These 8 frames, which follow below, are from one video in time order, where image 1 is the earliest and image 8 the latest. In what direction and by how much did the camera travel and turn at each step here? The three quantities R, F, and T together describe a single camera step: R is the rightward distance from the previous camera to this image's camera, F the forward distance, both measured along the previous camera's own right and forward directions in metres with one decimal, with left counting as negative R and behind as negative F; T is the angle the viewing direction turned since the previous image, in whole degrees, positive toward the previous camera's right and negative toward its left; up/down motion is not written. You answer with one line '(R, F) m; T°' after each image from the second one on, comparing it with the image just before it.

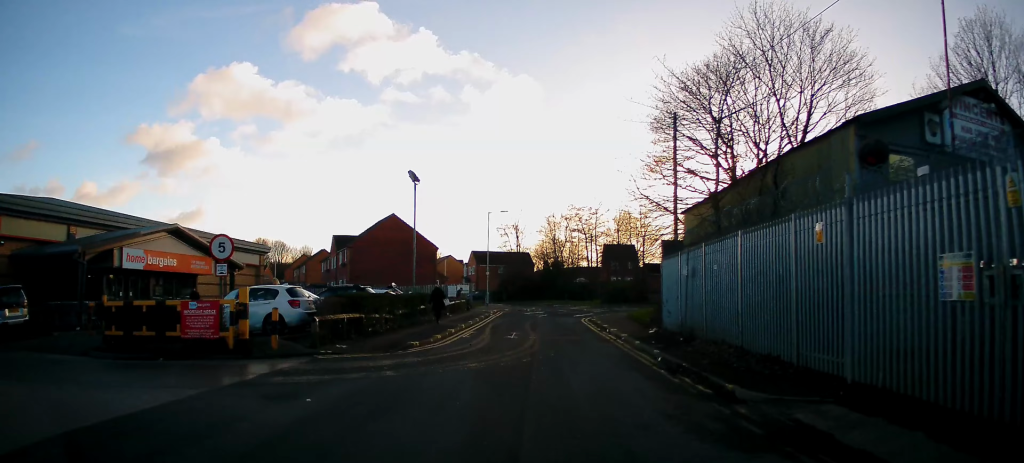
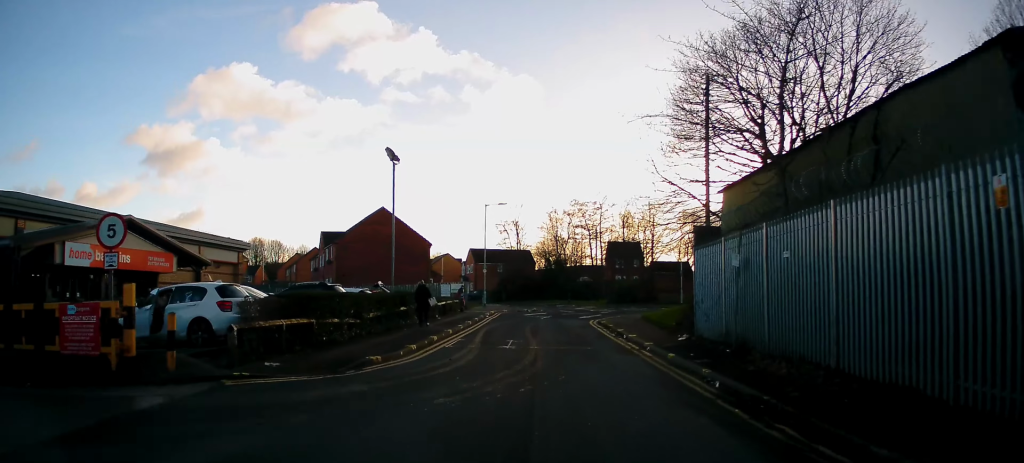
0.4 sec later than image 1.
(0.0, +4.1) m; 0°
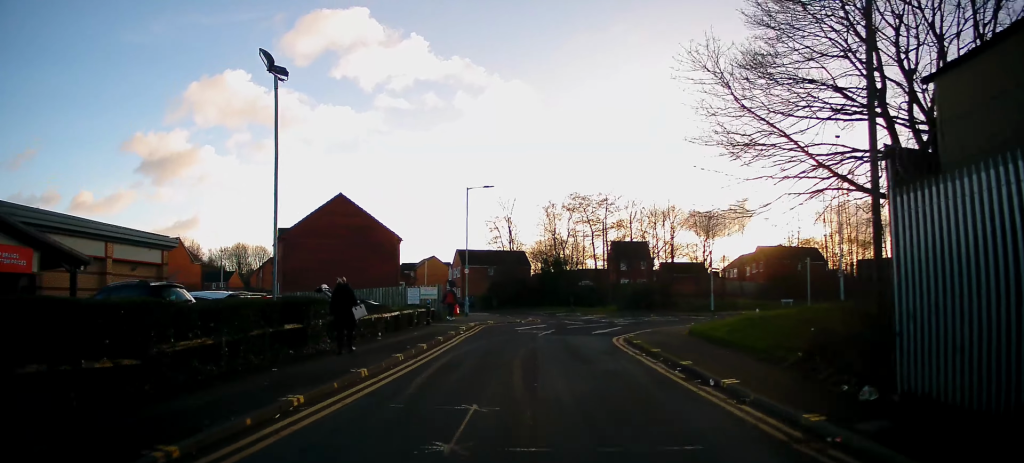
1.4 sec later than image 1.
(0.0, +9.9) m; 0°
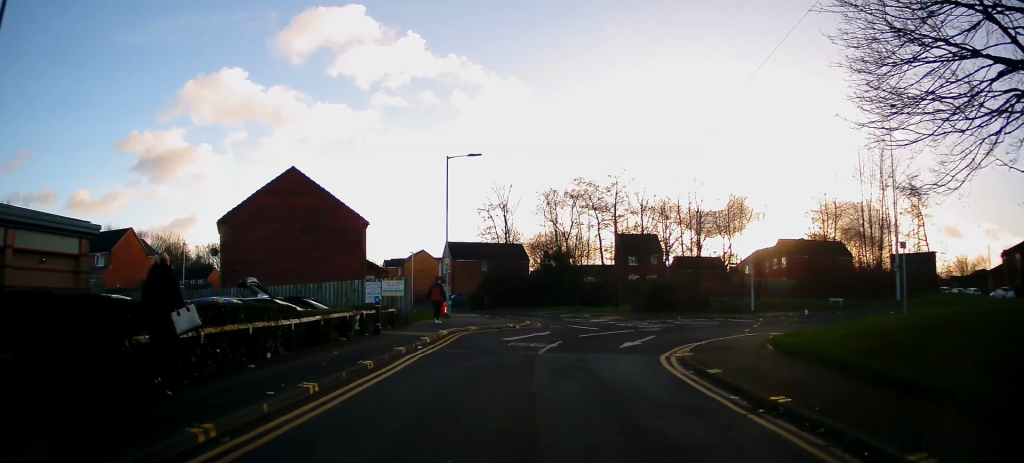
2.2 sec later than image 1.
(-0.1, +8.0) m; 0°
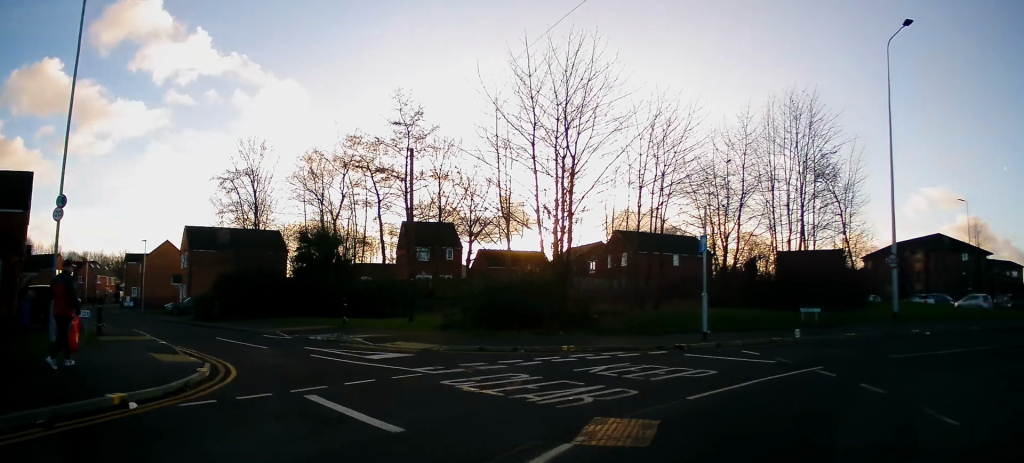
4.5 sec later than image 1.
(+1.3, +18.2) m; +19°
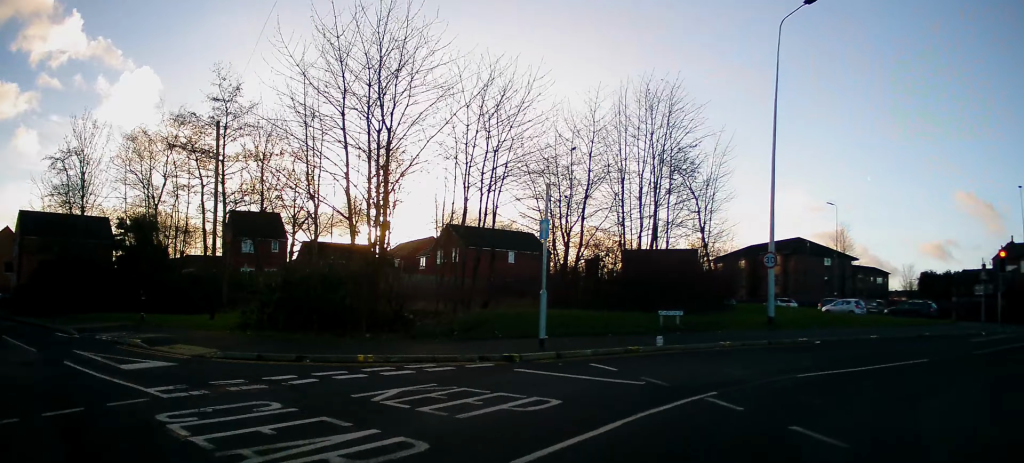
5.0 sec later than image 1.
(-0.3, +3.2) m; +12°
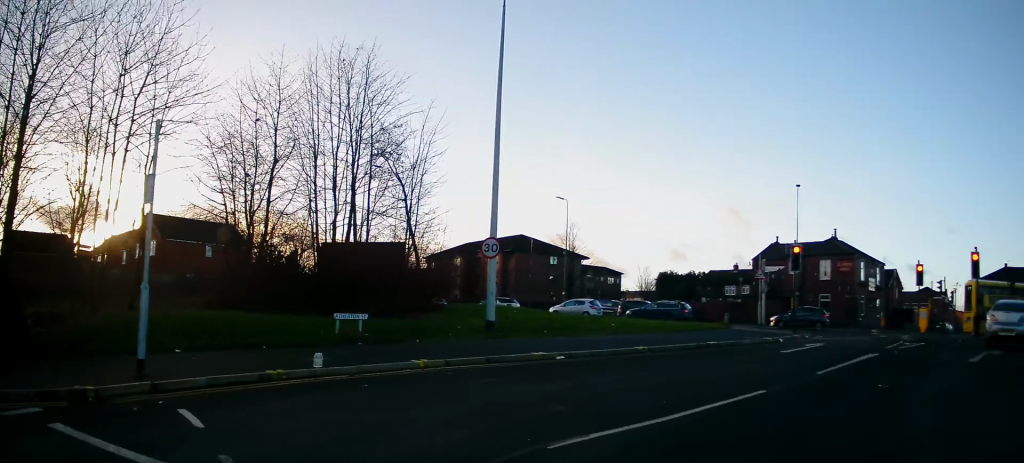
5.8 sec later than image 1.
(+1.6, +4.6) m; +31°
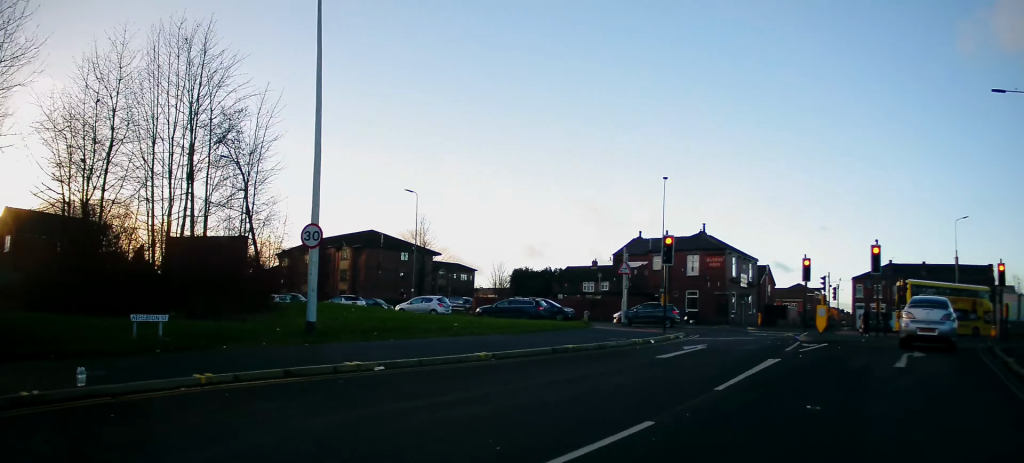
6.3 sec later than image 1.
(+0.3, +2.4) m; +16°
